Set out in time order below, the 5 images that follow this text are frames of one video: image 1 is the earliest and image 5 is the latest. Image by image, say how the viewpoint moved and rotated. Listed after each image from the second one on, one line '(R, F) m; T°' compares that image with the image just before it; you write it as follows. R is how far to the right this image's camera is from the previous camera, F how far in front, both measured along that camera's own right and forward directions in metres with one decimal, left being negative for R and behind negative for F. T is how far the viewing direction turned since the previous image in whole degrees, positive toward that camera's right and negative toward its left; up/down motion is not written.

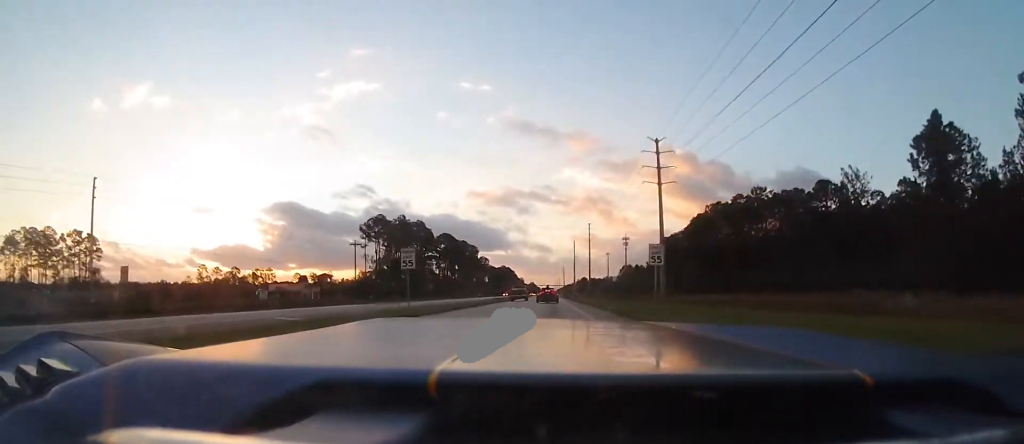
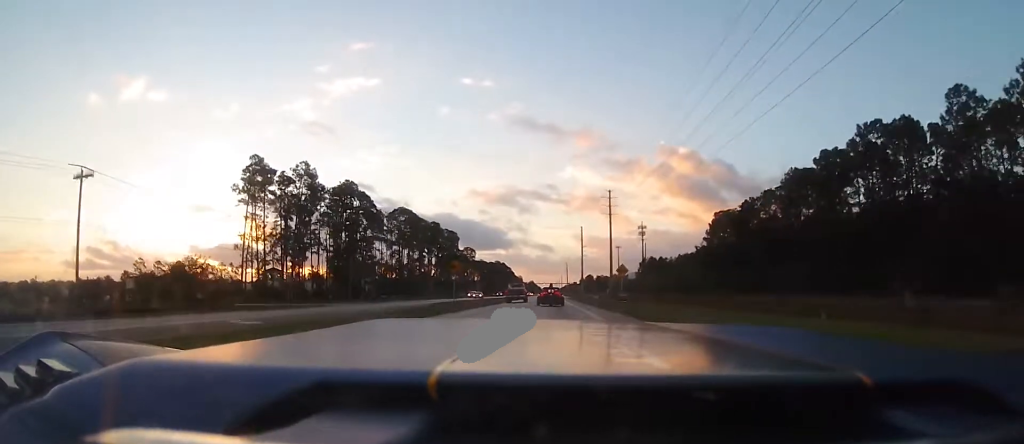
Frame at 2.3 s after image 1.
(-0.6, +72.4) m; -1°
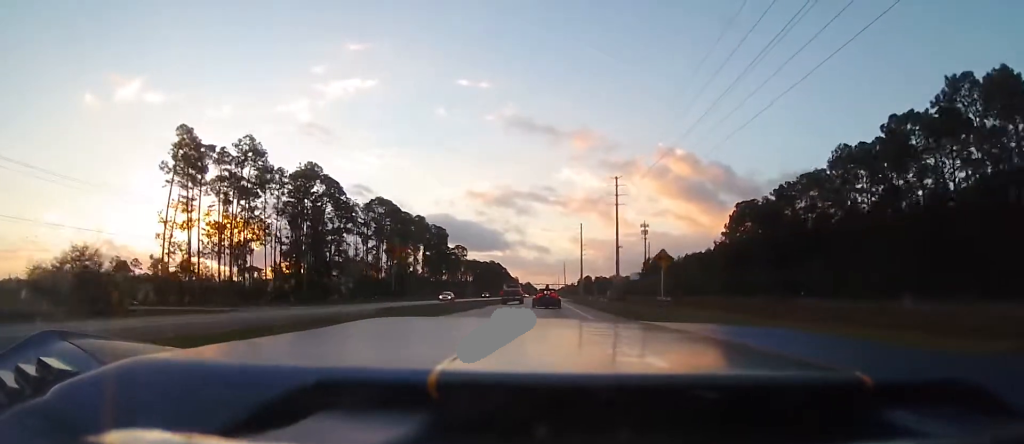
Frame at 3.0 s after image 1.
(+0.2, +19.5) m; +1°
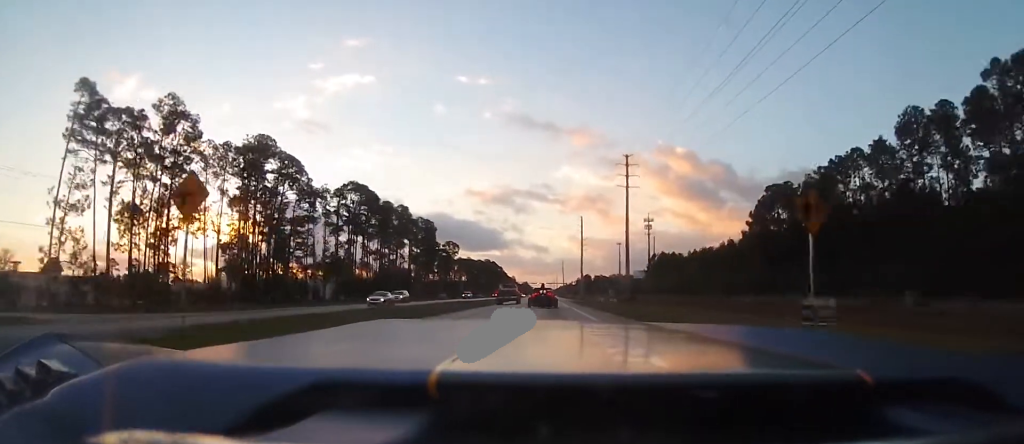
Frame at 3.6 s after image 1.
(+0.1, +19.0) m; 0°
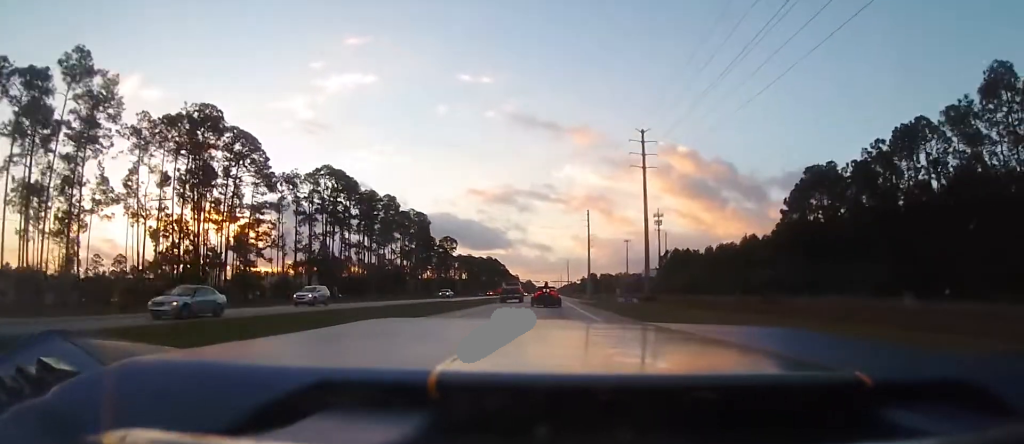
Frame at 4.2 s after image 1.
(+0.1, +16.9) m; 0°
